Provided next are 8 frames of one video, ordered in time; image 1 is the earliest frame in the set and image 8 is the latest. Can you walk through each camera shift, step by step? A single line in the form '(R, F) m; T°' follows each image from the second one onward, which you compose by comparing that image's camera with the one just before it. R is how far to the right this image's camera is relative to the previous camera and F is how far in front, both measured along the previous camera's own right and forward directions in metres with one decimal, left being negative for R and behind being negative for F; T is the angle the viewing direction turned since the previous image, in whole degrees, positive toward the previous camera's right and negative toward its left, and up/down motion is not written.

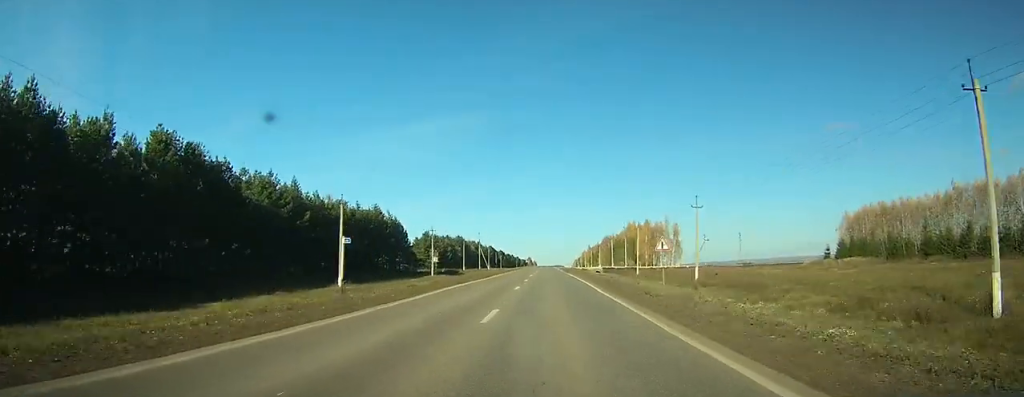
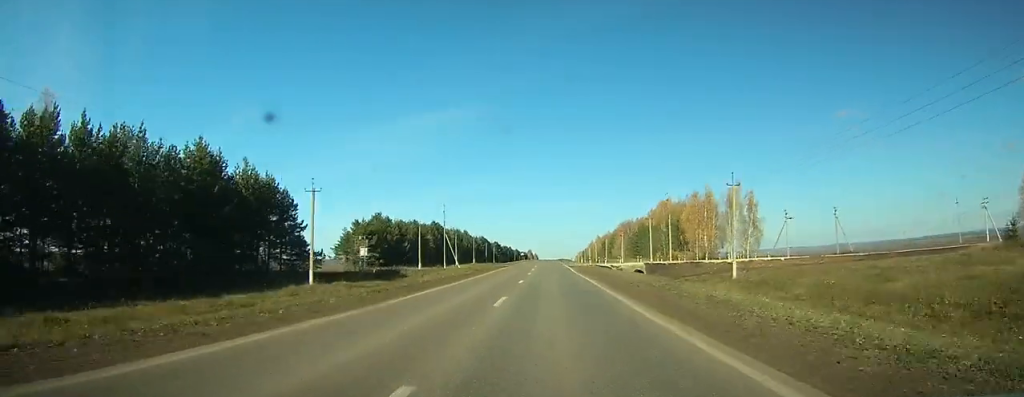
(0.0, +58.7) m; 0°
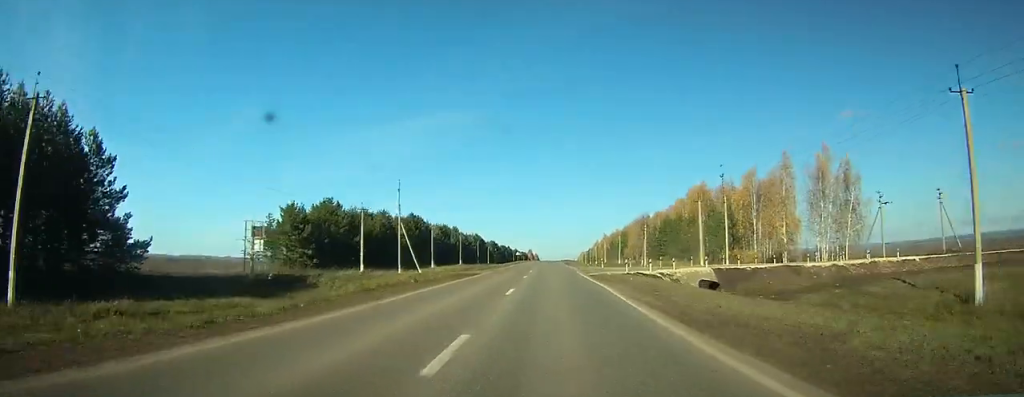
(0.0, +32.0) m; 0°
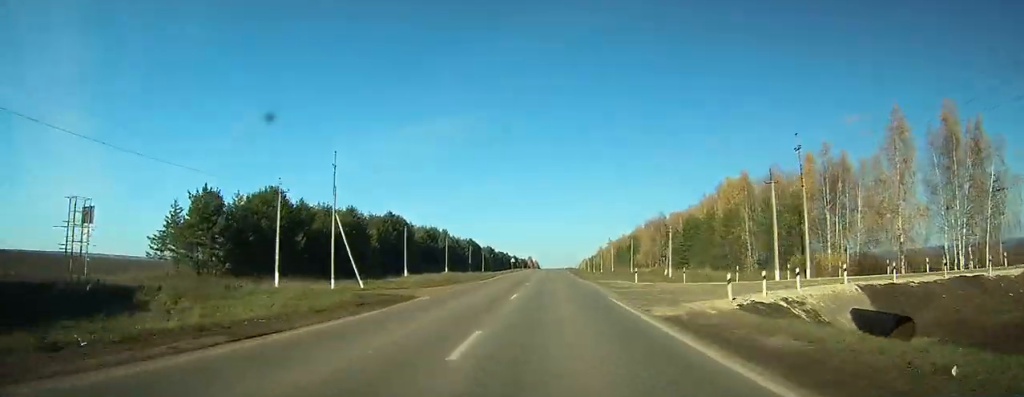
(0.0, +21.4) m; 0°
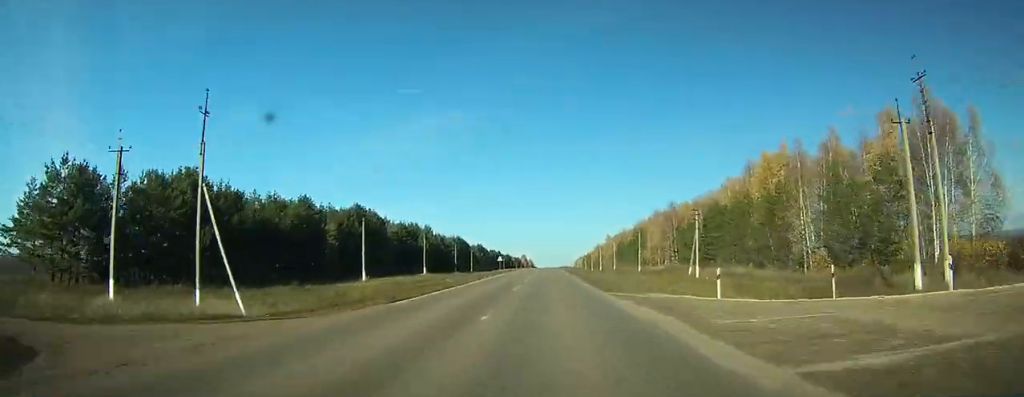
(0.0, +18.2) m; 0°
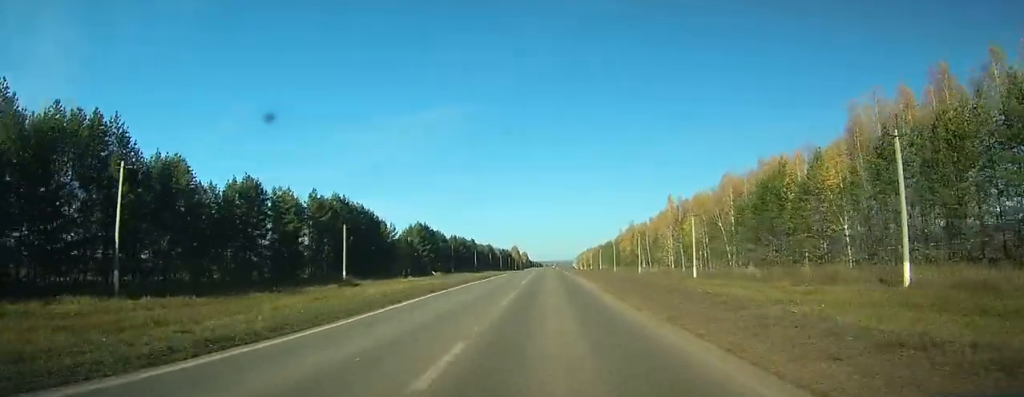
(-0.1, +132.4) m; 0°
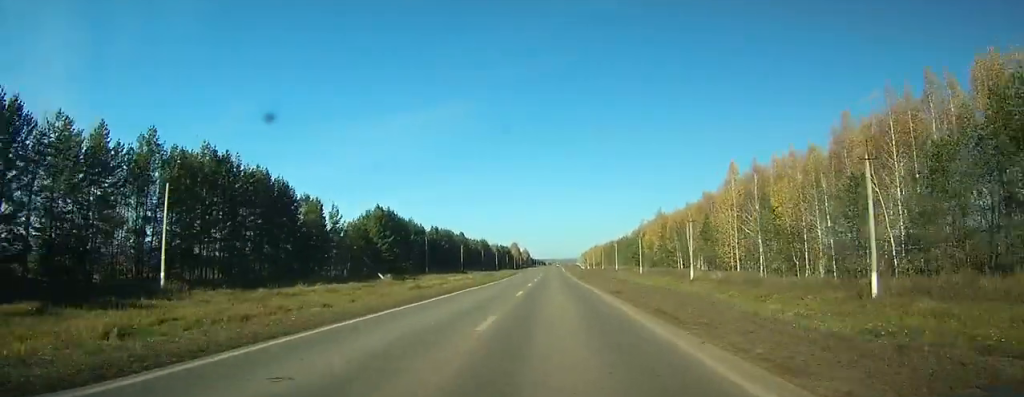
(0.0, +43.8) m; 0°
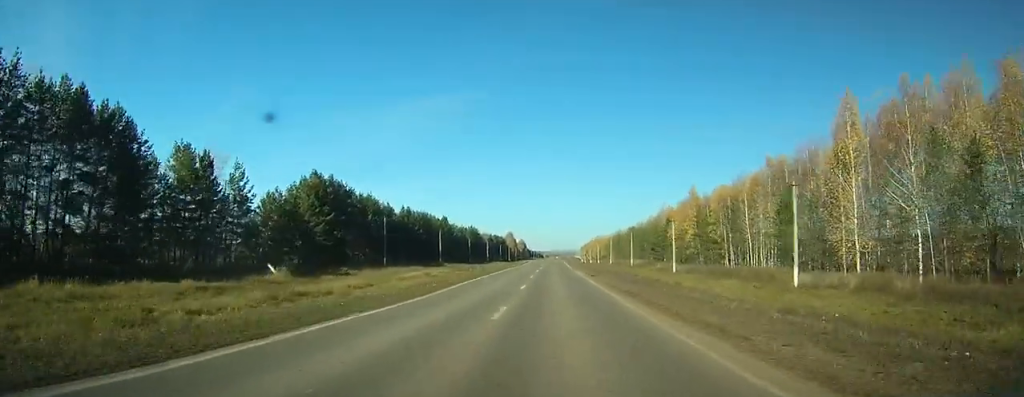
(0.0, +35.0) m; 0°
